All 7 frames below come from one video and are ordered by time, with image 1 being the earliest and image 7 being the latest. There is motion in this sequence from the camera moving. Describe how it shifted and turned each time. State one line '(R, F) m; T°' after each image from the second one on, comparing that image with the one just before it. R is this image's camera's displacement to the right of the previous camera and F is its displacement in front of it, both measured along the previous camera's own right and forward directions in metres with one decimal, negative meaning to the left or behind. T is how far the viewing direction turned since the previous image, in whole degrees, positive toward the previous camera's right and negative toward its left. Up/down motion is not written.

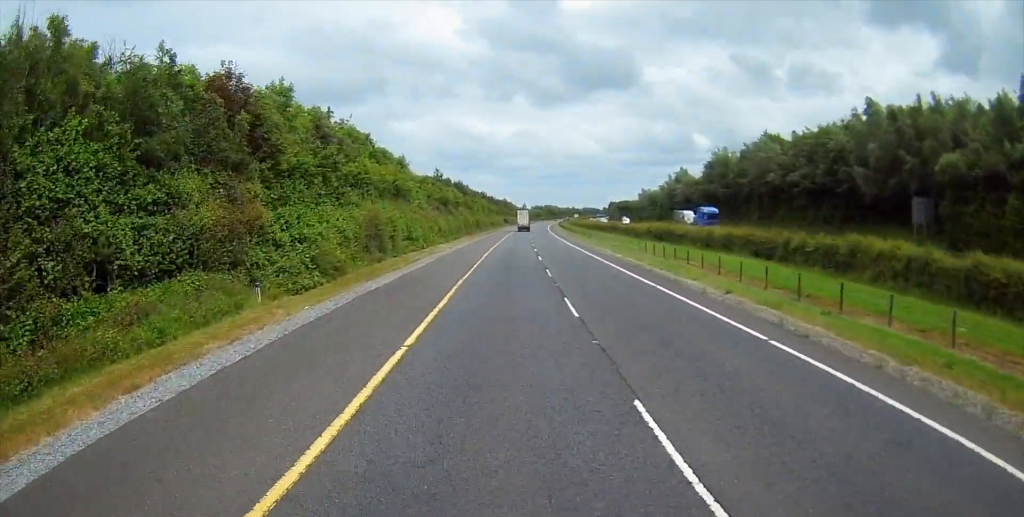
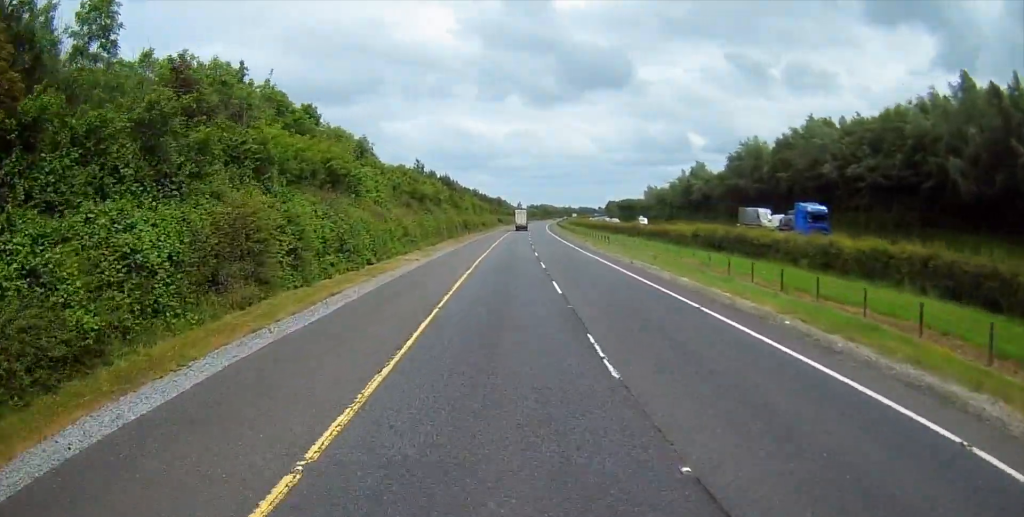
(0.0, +18.6) m; 0°
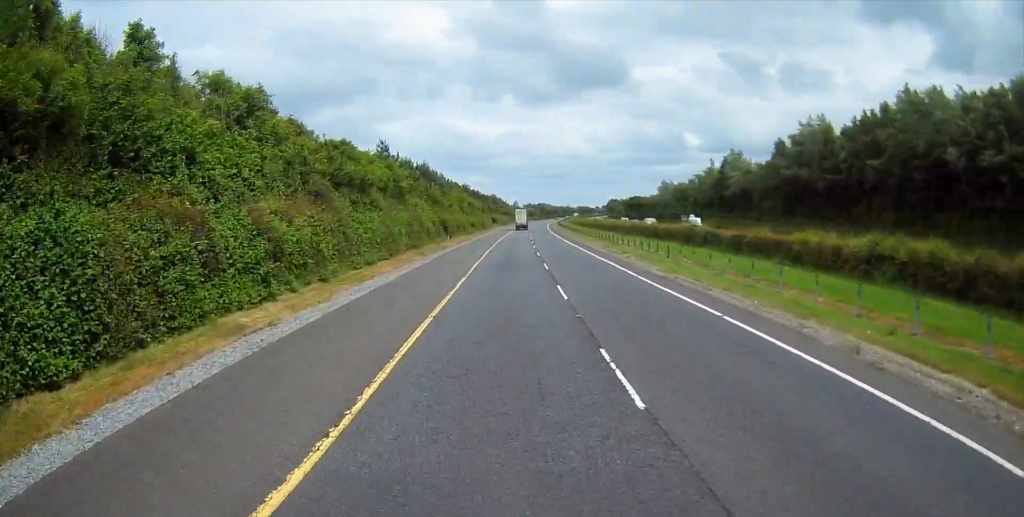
(+0.1, +25.6) m; 0°
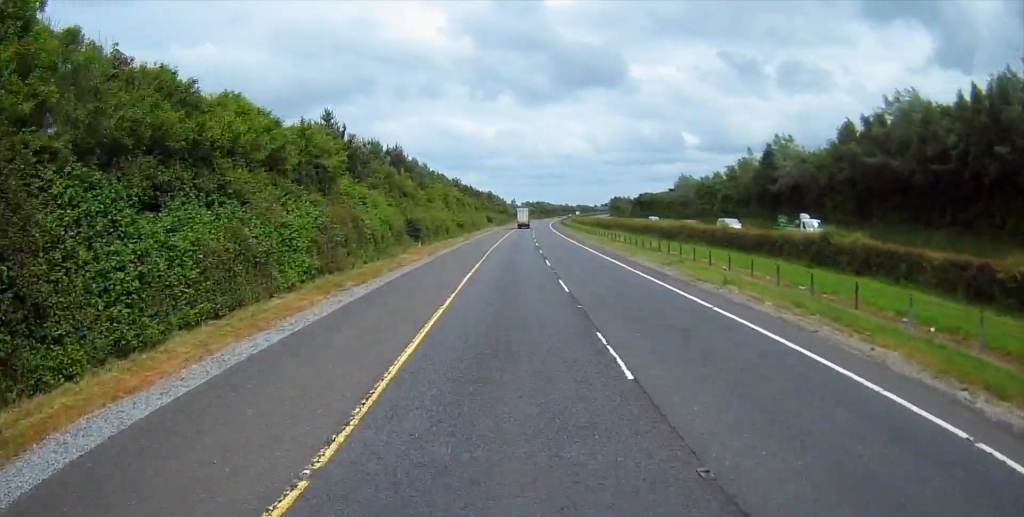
(-0.1, +22.5) m; 0°
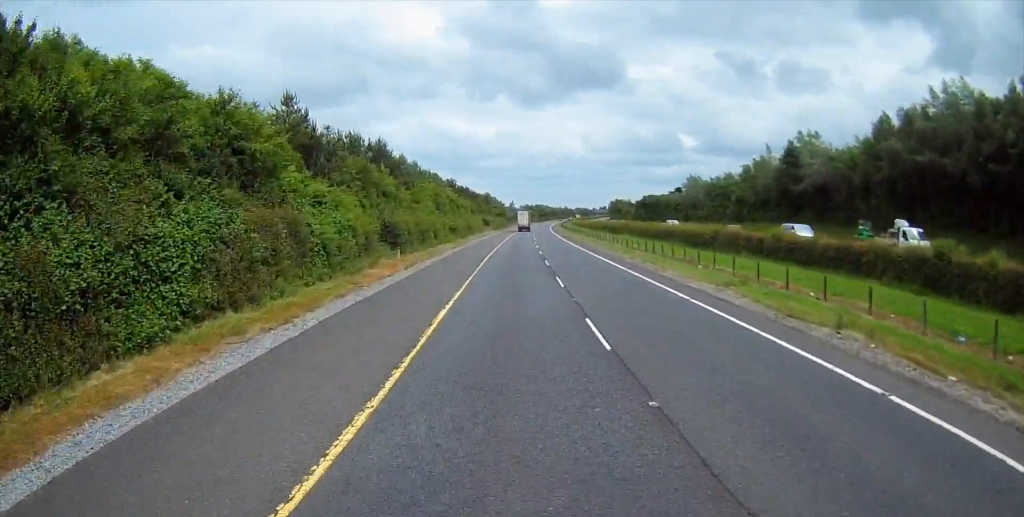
(0.0, +9.3) m; 0°
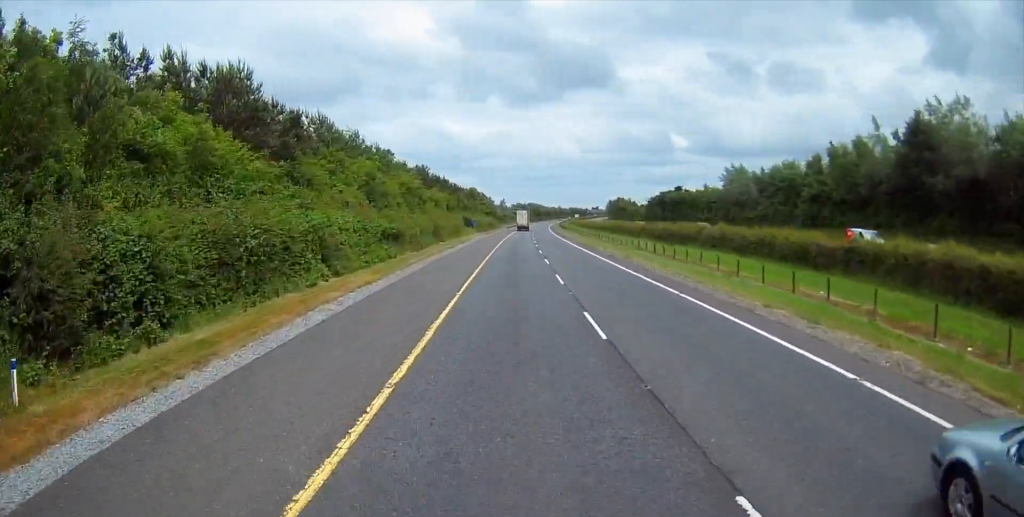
(+0.7, +34.9) m; +1°
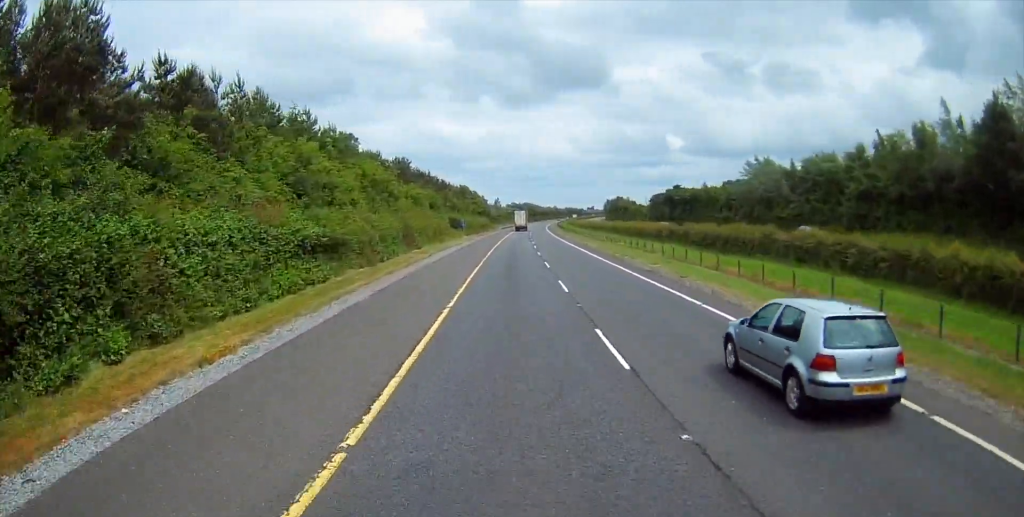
(0.0, +14.7) m; 0°
